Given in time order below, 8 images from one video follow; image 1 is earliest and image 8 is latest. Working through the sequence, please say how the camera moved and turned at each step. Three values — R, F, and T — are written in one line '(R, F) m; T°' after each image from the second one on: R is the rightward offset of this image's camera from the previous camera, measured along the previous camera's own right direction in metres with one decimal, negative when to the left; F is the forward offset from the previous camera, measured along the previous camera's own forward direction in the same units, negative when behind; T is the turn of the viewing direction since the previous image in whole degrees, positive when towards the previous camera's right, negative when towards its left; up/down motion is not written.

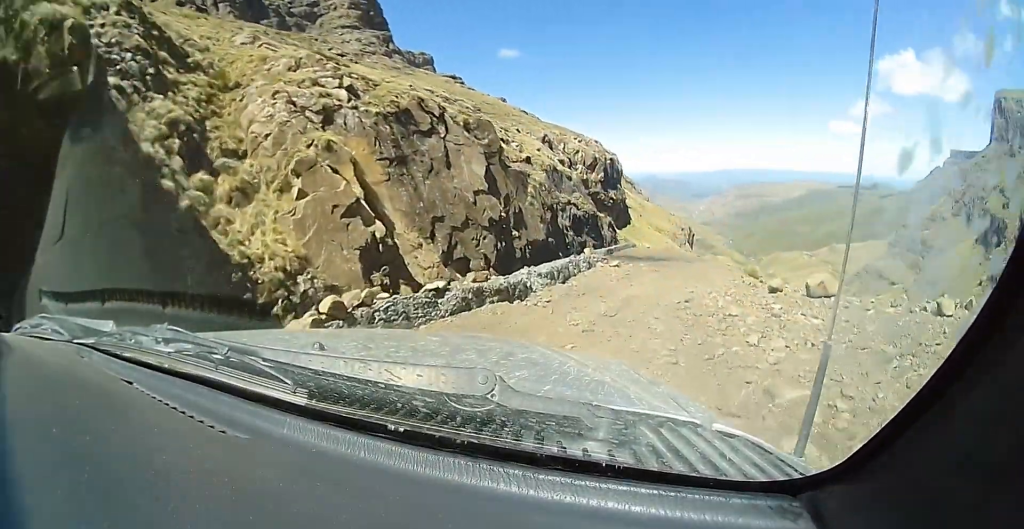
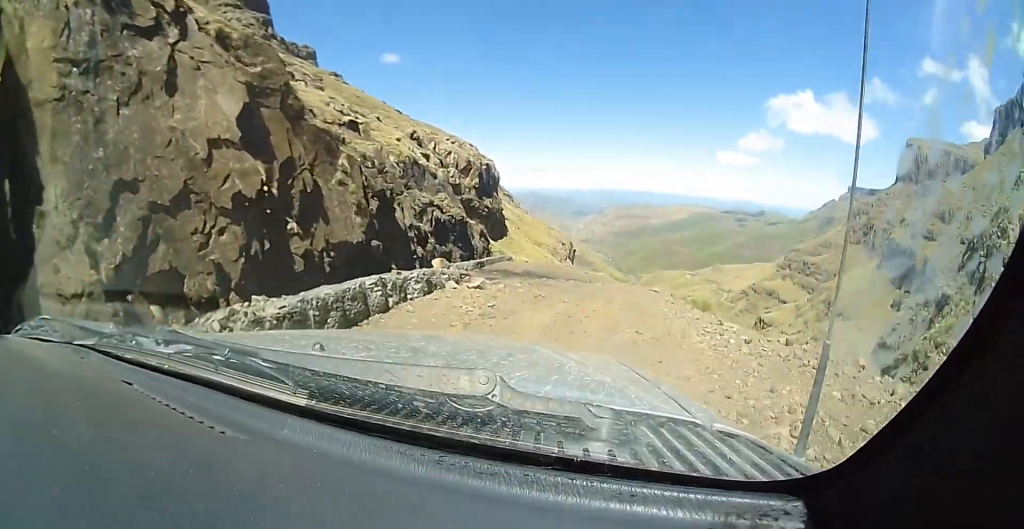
(+1.4, +6.0) m; +21°
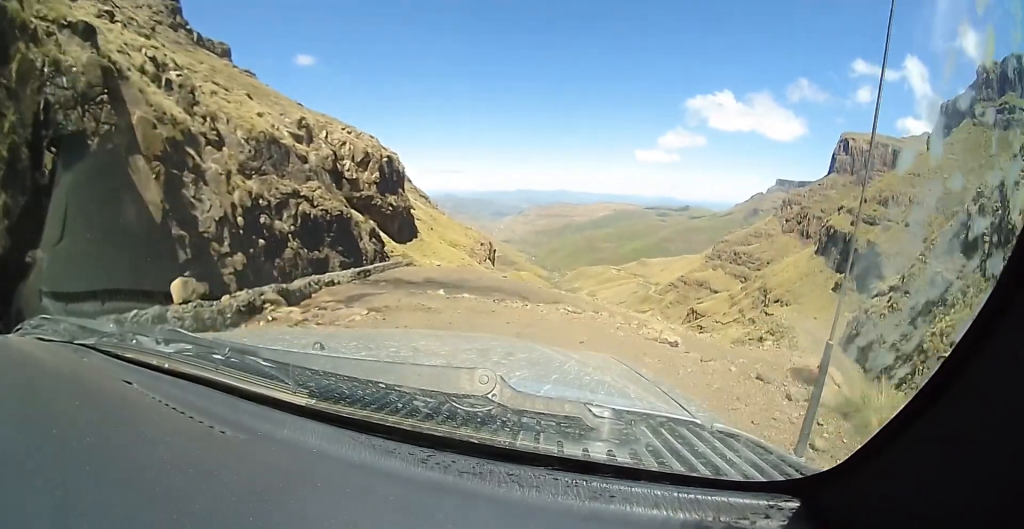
(+1.0, +10.1) m; +4°
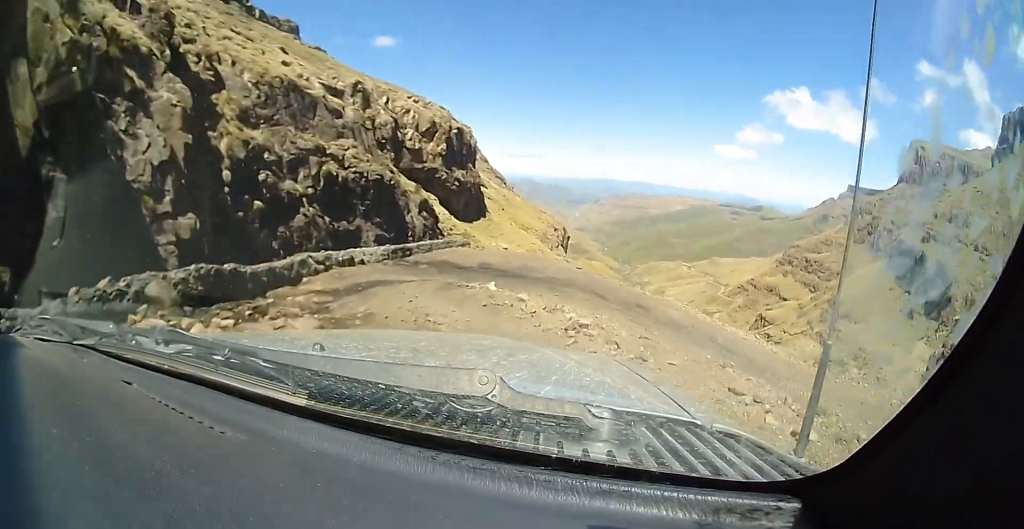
(+0.1, +6.2) m; -7°
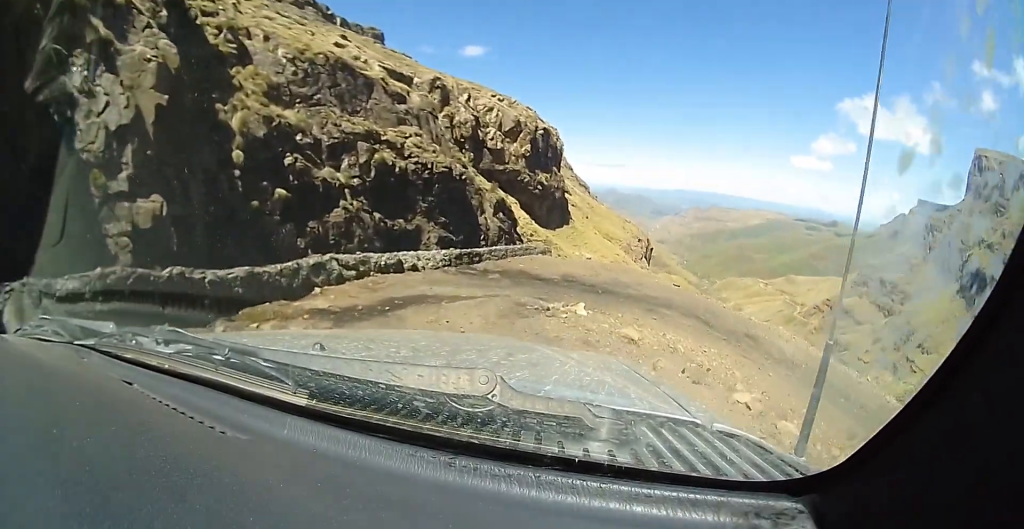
(-0.4, +4.0) m; -15°
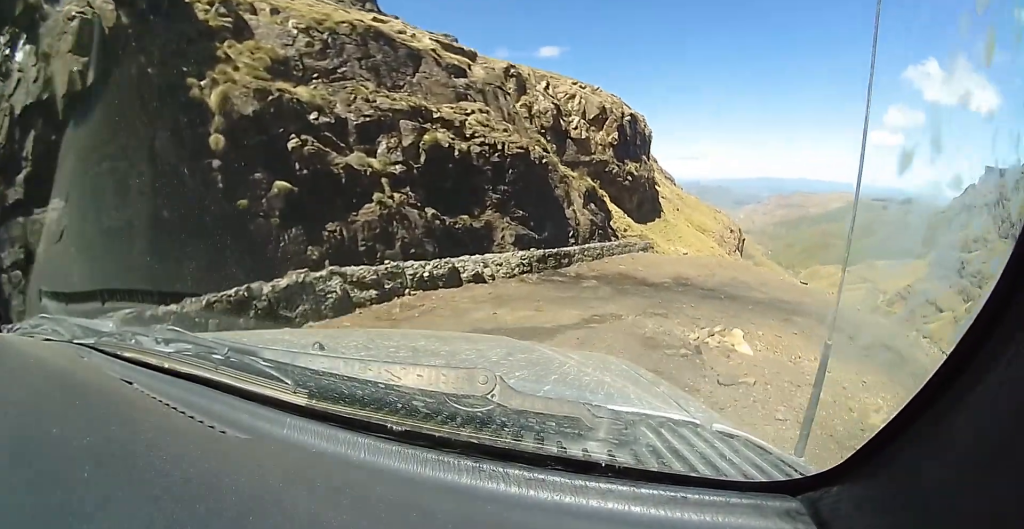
(-0.9, +4.6) m; -9°
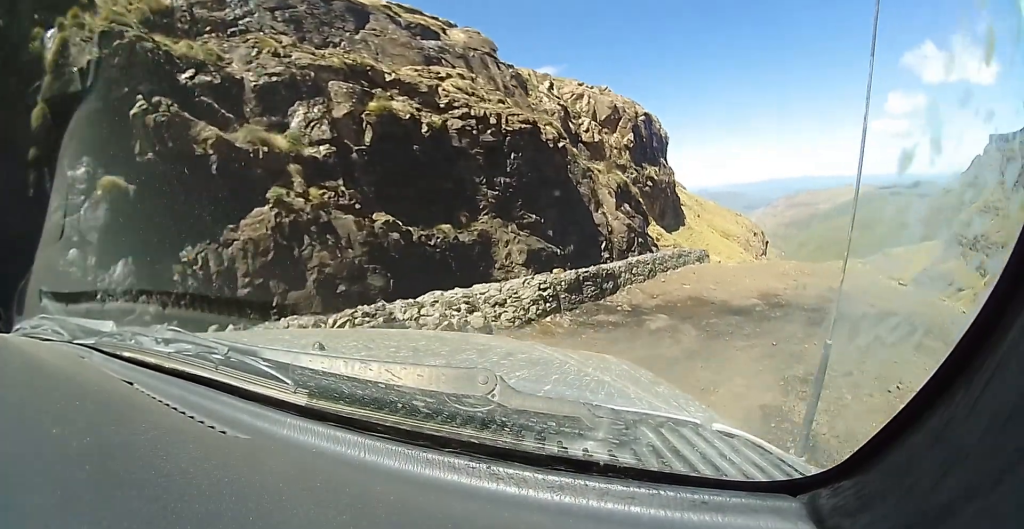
(0.0, +5.7) m; +18°
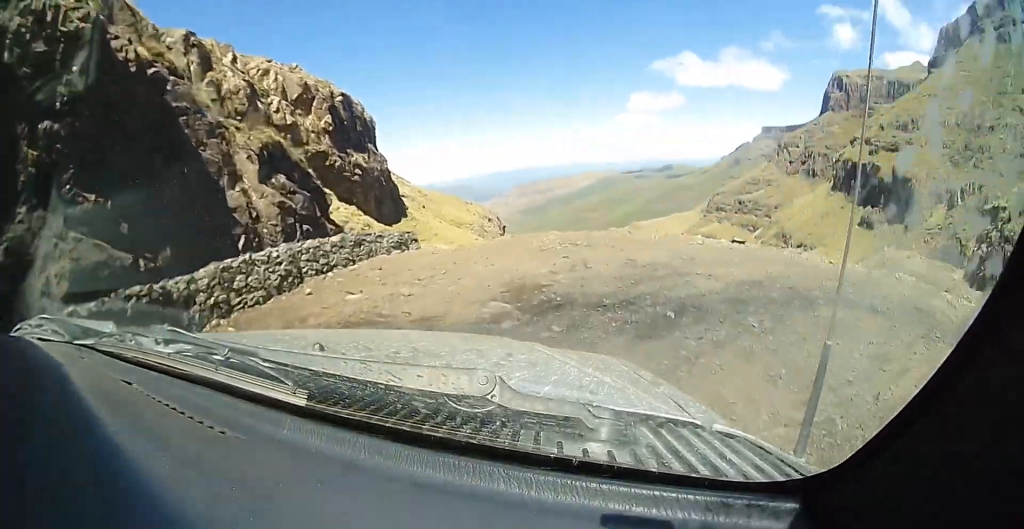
(+2.2, +5.7) m; +61°
